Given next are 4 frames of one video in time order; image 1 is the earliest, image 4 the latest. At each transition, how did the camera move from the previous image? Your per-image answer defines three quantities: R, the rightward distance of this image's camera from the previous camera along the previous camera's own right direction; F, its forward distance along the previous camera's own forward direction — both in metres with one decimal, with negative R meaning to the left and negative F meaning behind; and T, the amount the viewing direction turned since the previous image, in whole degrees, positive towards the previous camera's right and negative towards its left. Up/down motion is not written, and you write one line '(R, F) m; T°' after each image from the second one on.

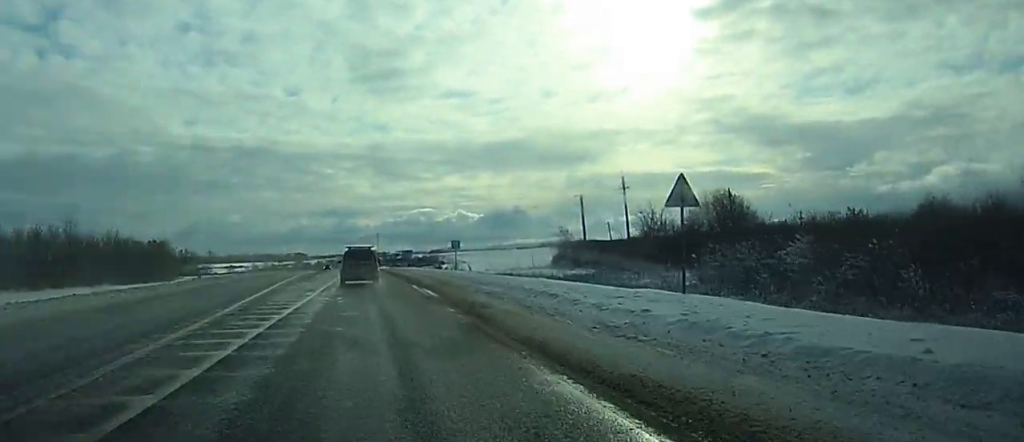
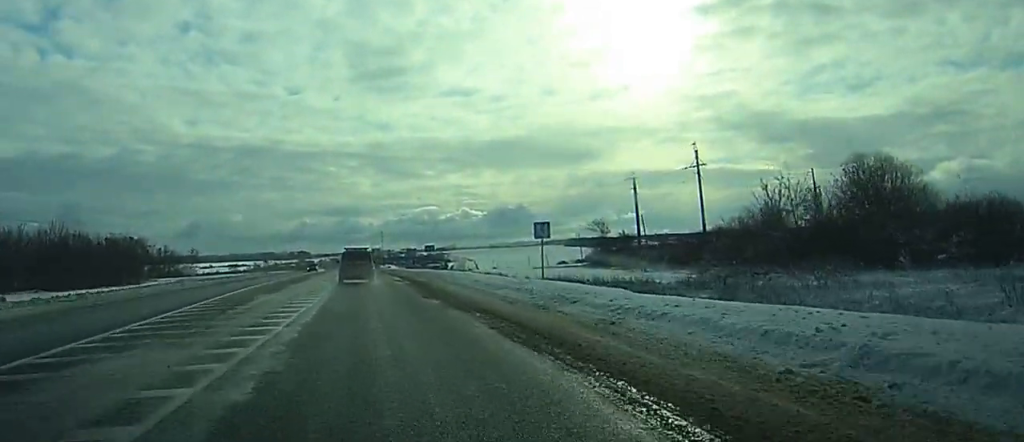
(-0.5, +33.2) m; +4°
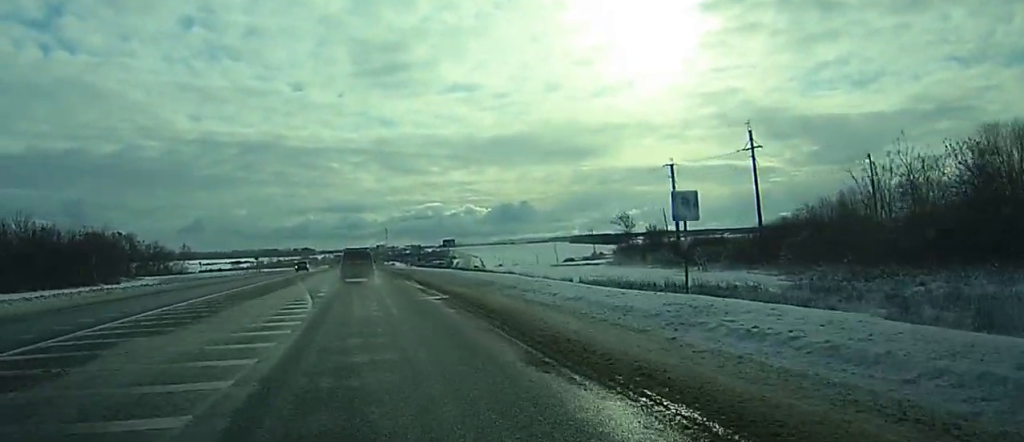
(+0.1, +16.4) m; 0°
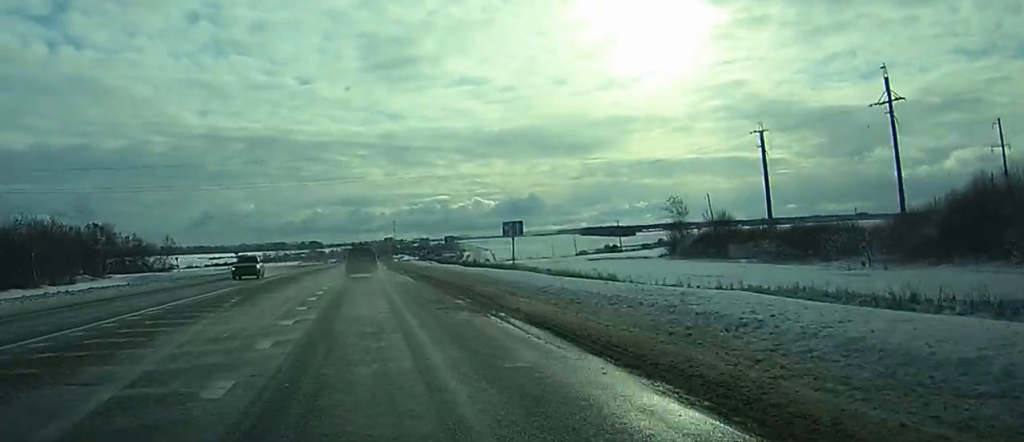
(+0.1, +28.1) m; 0°
